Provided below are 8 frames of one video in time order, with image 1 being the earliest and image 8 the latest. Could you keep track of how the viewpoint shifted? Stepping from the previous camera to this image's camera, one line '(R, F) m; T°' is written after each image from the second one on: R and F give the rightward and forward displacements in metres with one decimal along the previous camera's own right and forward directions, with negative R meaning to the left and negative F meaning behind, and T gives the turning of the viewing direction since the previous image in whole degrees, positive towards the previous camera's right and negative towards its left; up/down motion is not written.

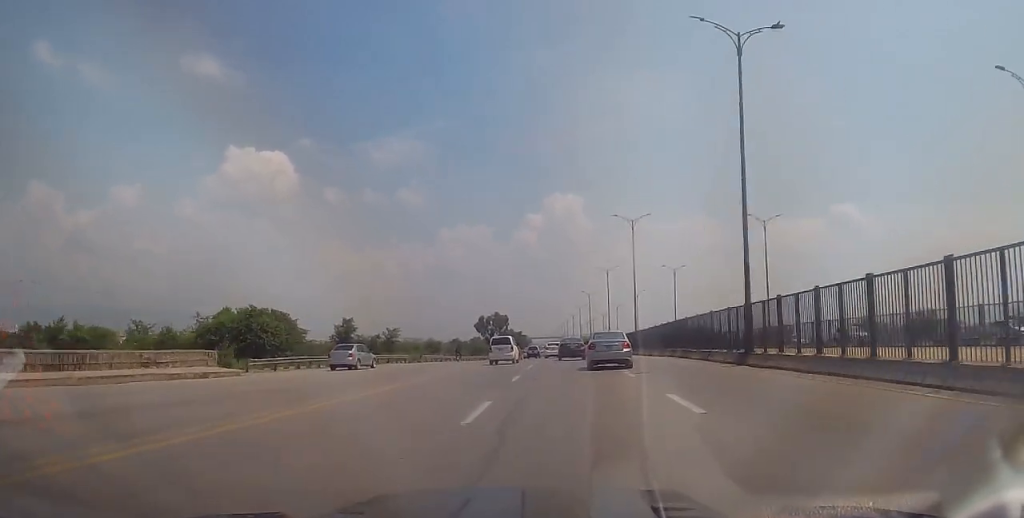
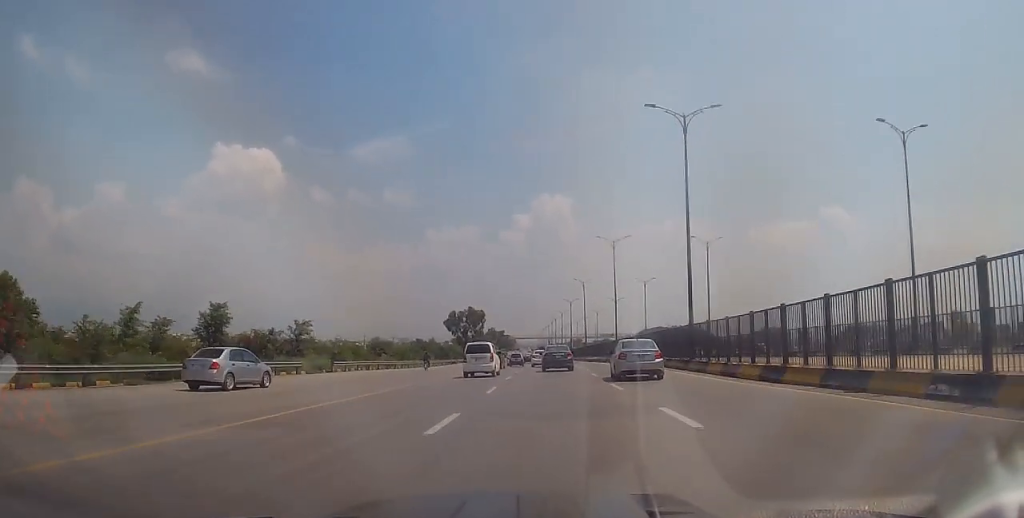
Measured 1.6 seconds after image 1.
(+0.1, +27.4) m; +1°
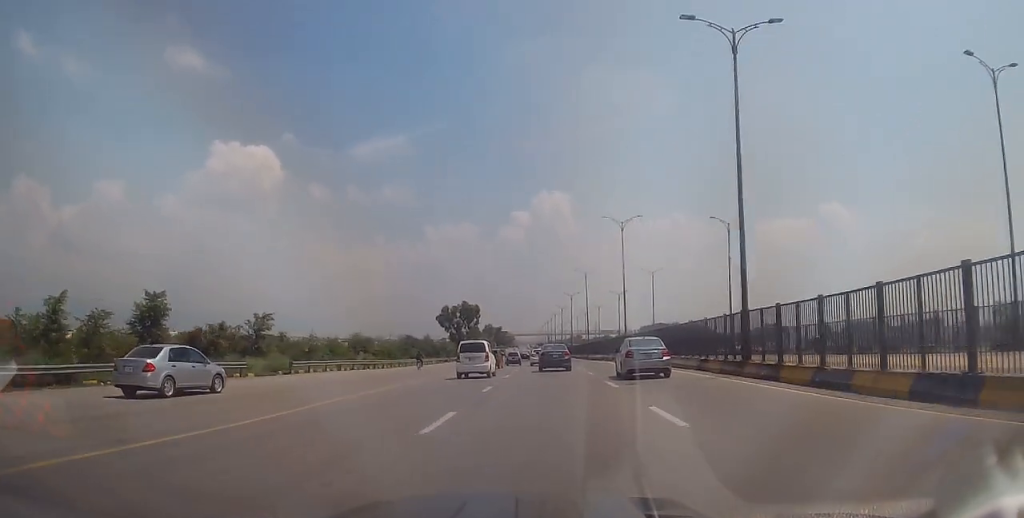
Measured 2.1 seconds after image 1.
(-0.1, +8.3) m; 0°
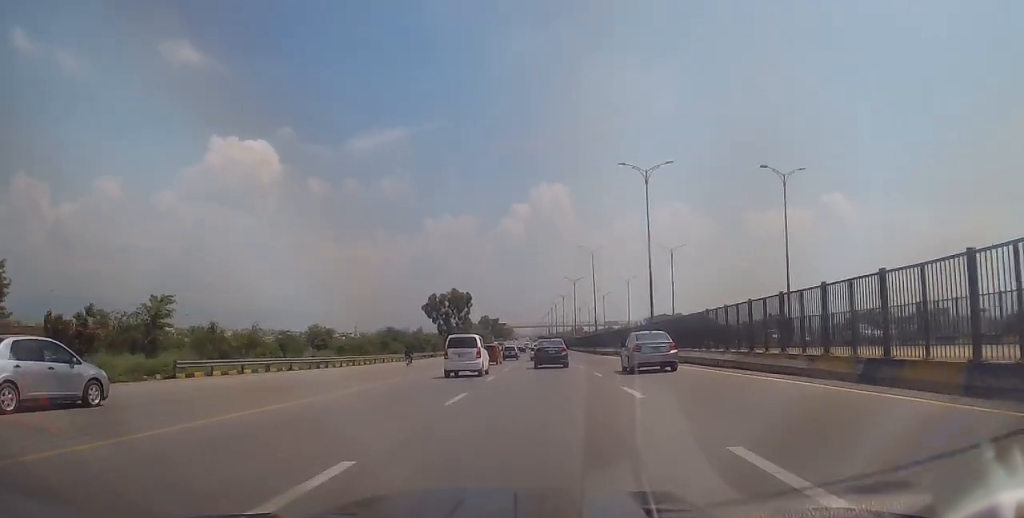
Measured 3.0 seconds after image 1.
(+0.4, +14.5) m; -1°
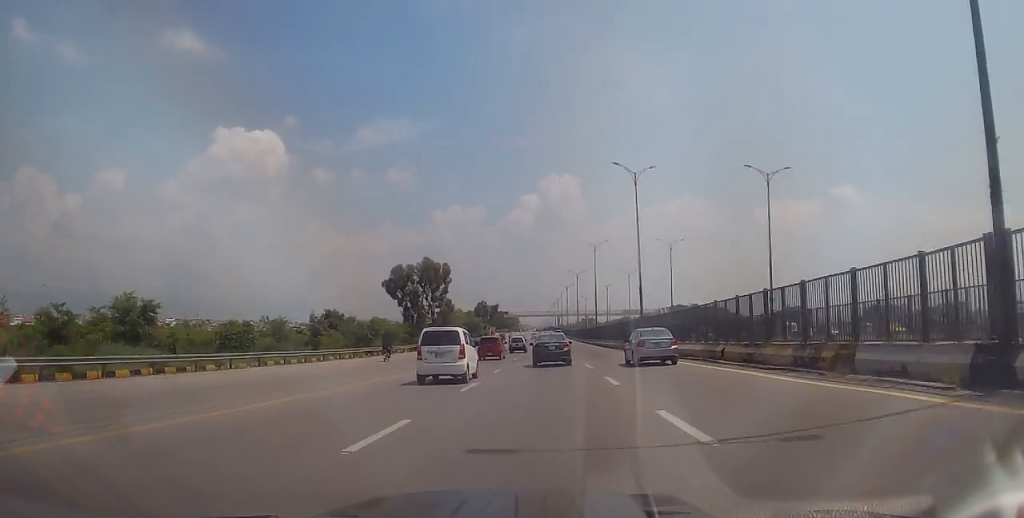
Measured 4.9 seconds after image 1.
(-0.9, +32.4) m; 0°
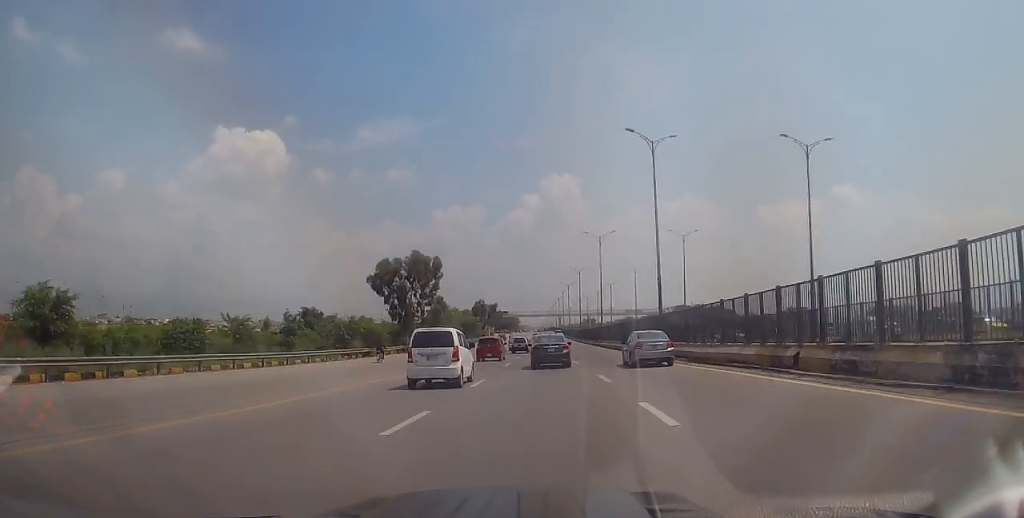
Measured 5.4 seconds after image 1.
(+0.1, +7.3) m; 0°
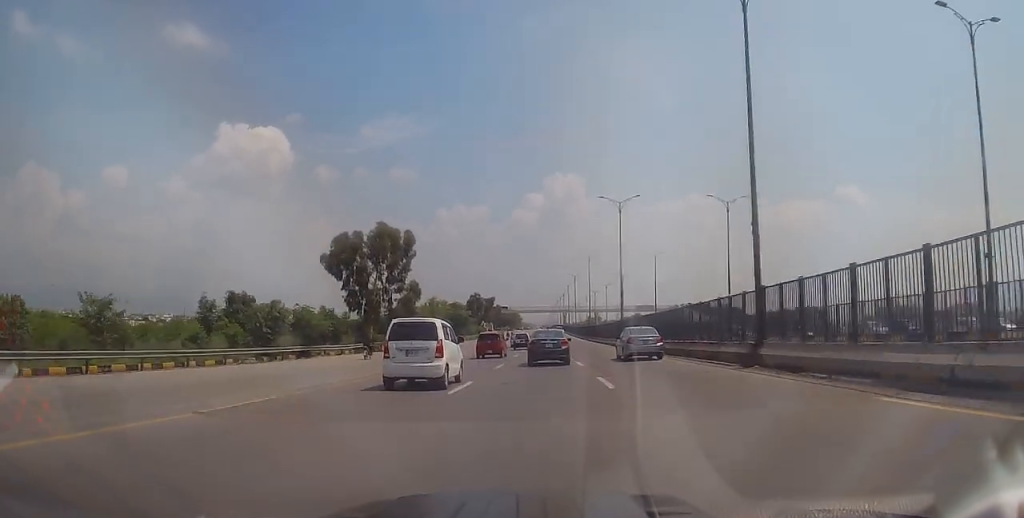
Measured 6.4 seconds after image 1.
(+0.2, +16.9) m; -1°
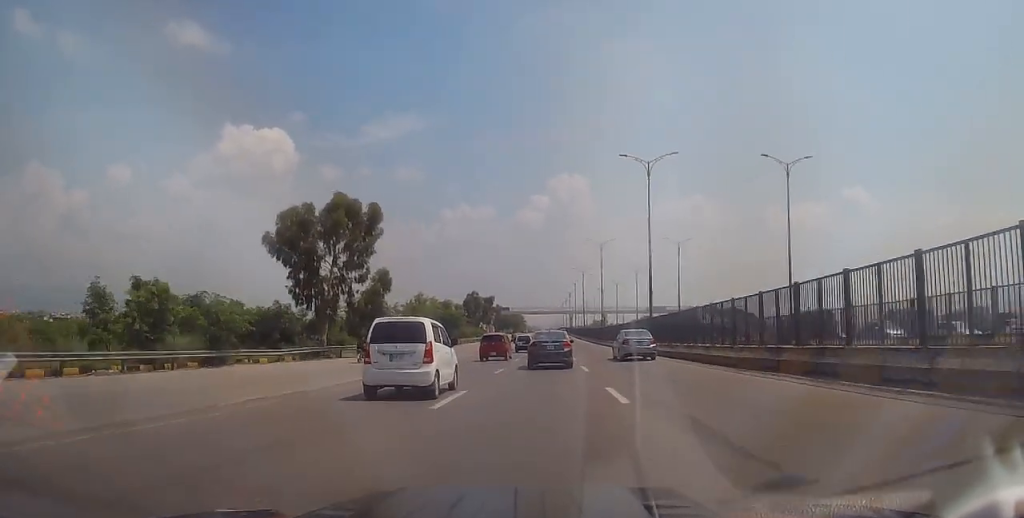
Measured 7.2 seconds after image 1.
(-0.2, +13.5) m; -2°
